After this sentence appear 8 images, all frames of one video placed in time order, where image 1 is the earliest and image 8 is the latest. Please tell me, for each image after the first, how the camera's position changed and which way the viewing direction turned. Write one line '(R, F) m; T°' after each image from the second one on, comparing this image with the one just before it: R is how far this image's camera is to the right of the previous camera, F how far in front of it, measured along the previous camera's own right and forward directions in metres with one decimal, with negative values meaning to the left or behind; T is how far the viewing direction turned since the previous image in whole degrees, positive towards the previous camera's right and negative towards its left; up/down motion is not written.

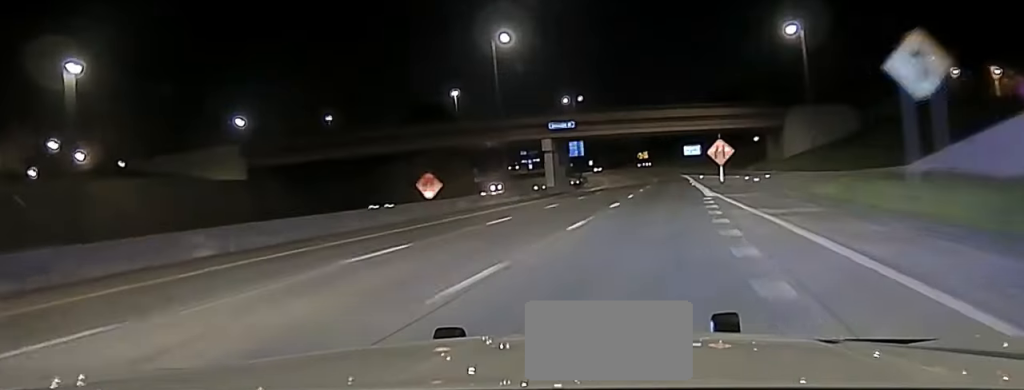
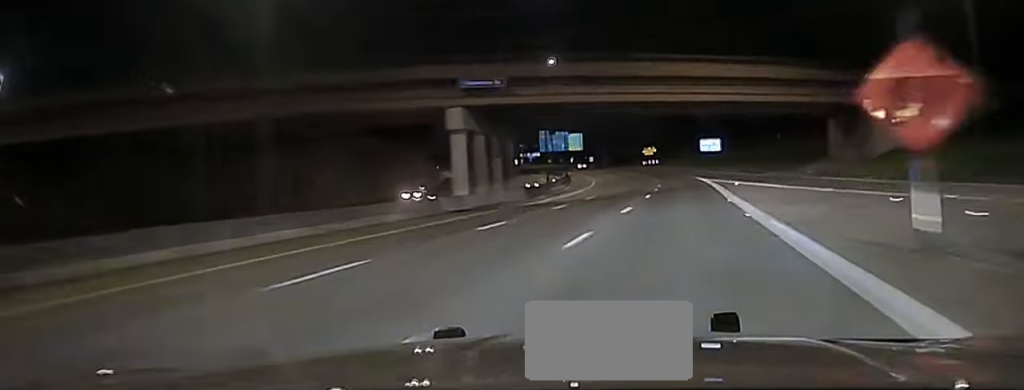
(-0.2, +45.1) m; -1°
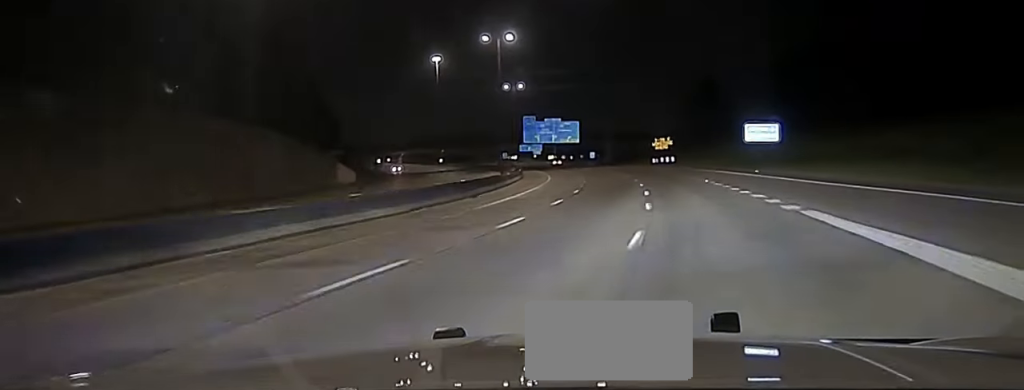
(-1.5, +64.6) m; -2°
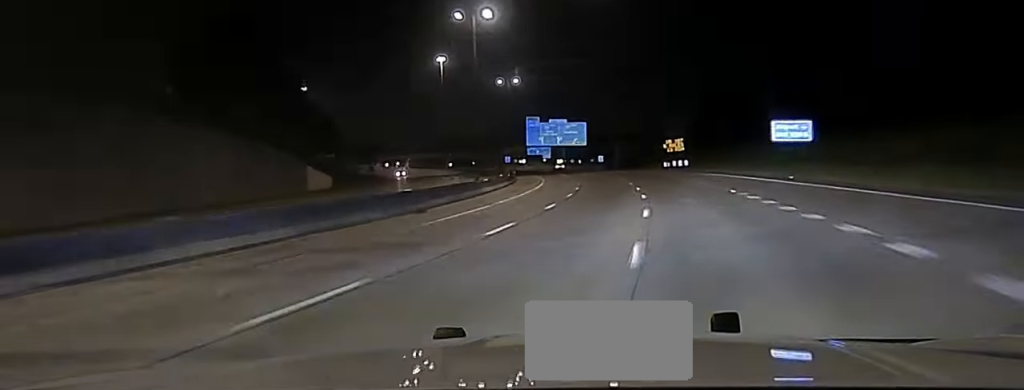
(+0.1, +17.0) m; 0°
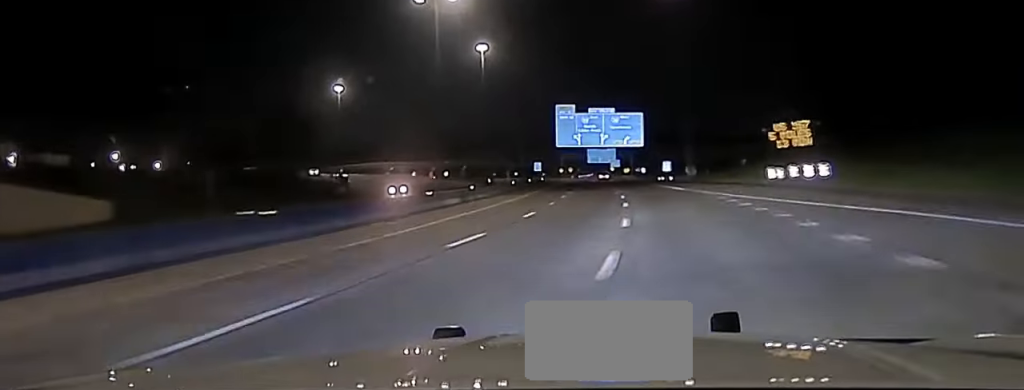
(-0.5, +61.8) m; -4°
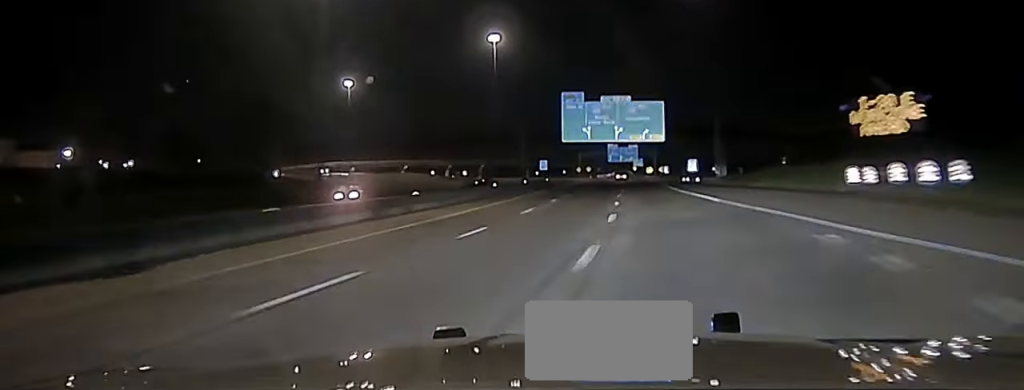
(-1.1, +21.4) m; -2°
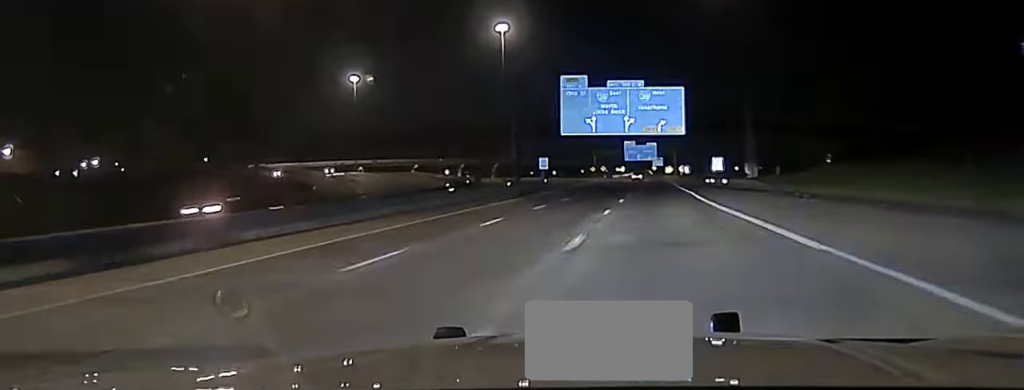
(-0.4, +21.4) m; -2°
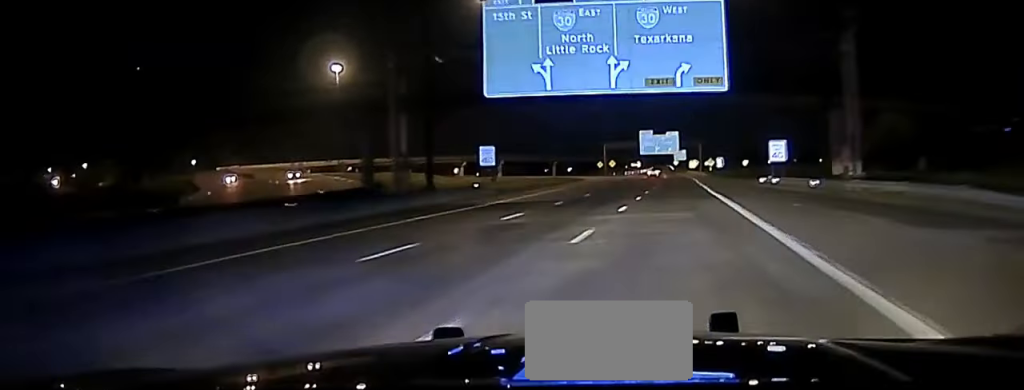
(-1.0, +47.9) m; -2°
